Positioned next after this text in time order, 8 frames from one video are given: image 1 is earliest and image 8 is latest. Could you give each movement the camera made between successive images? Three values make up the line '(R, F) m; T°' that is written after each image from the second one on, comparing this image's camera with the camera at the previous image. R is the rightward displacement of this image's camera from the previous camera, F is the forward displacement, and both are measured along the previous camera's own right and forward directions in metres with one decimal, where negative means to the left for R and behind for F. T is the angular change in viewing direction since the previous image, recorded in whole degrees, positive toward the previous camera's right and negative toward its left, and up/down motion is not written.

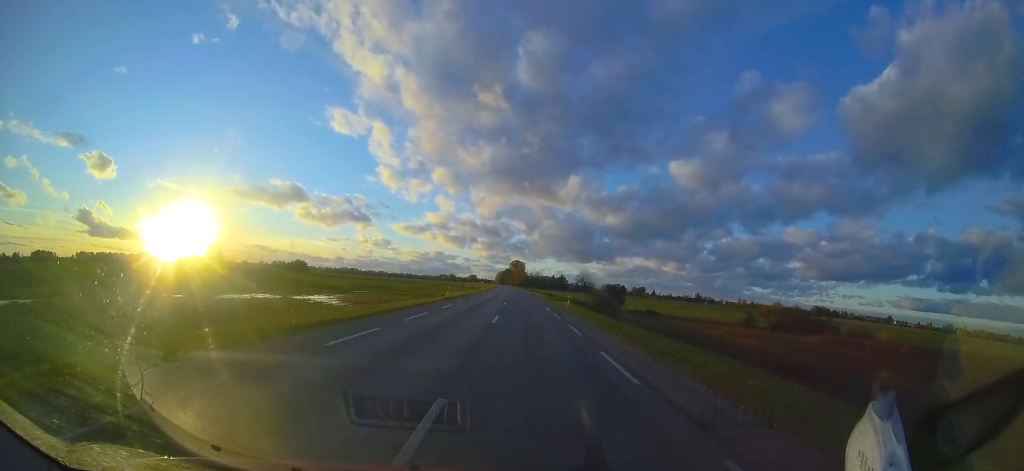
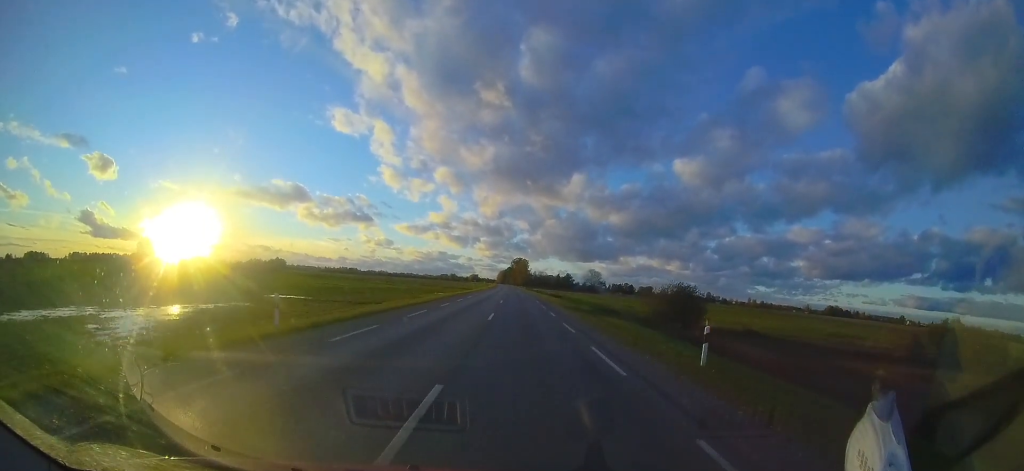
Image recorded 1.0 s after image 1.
(-0.2, +23.5) m; -1°
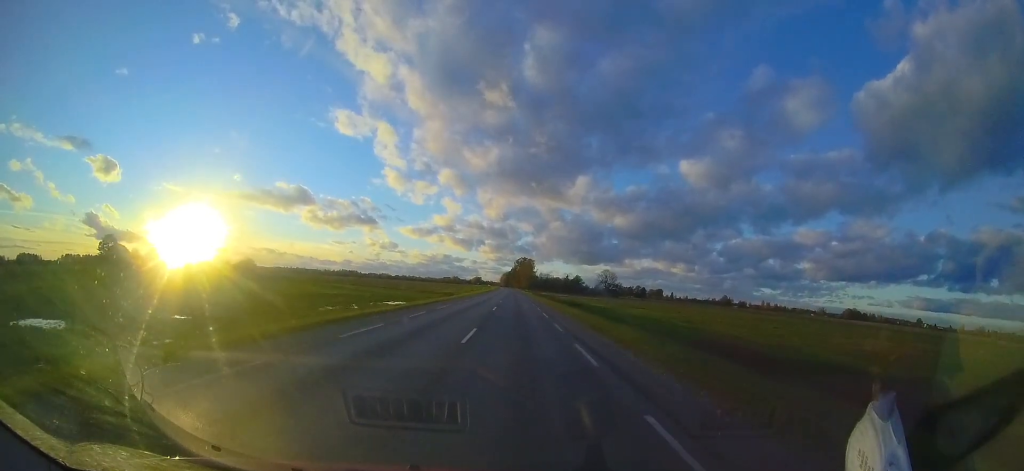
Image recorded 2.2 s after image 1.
(-0.1, +28.7) m; 0°
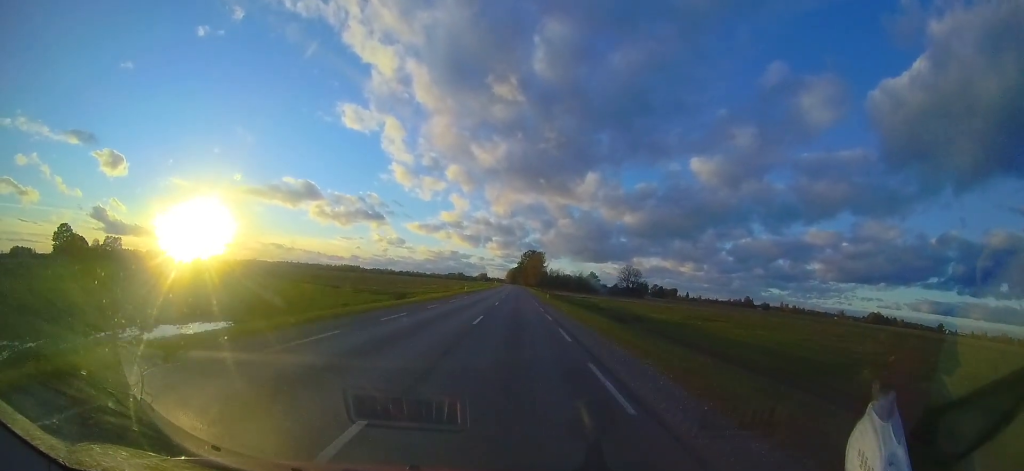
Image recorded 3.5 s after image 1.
(-0.2, +33.3) m; -2°
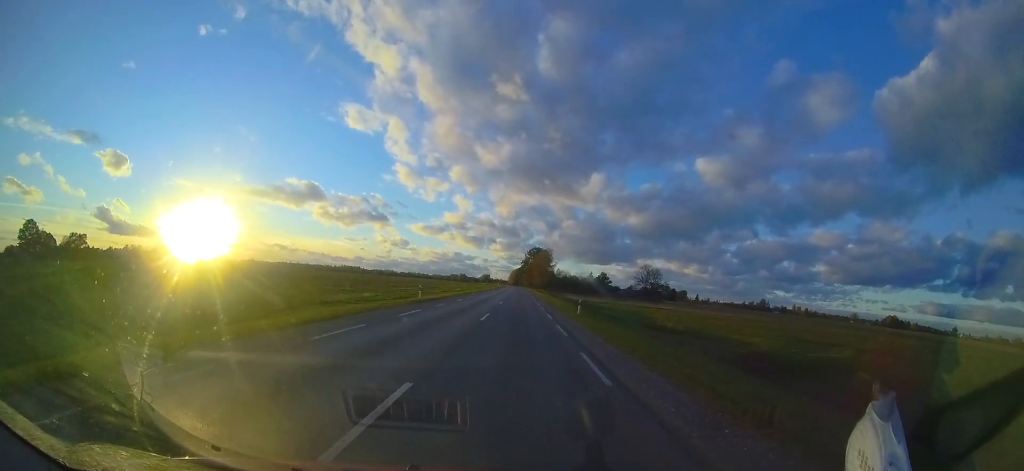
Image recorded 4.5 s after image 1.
(-0.5, +22.2) m; 0°
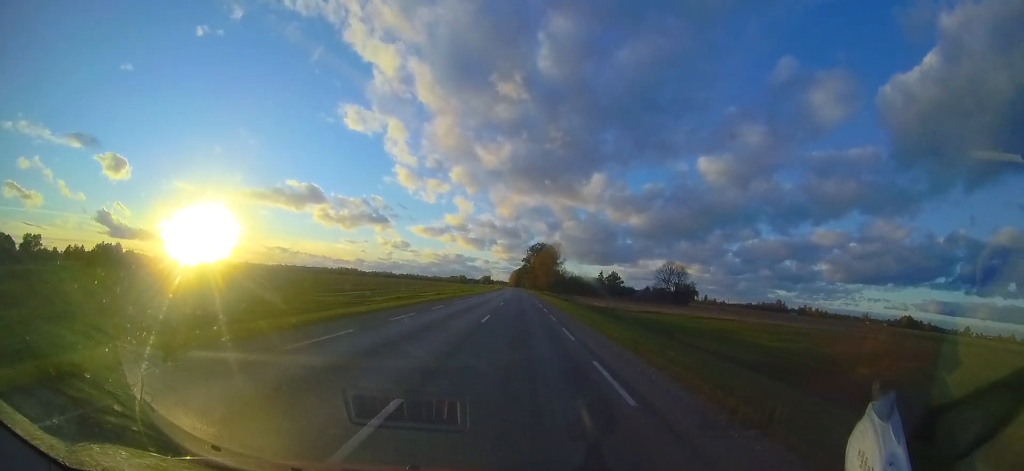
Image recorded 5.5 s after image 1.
(+0.4, +24.2) m; +1°
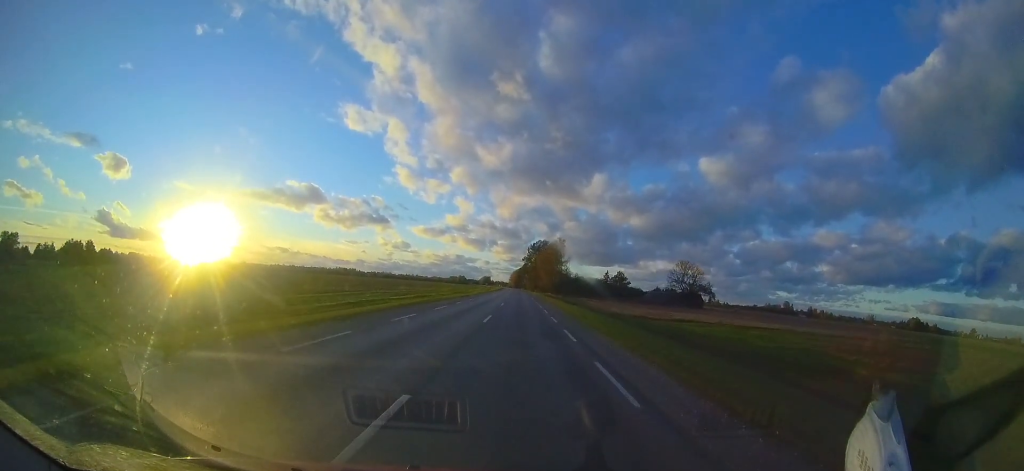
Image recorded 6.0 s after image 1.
(0.0, +12.4) m; -1°
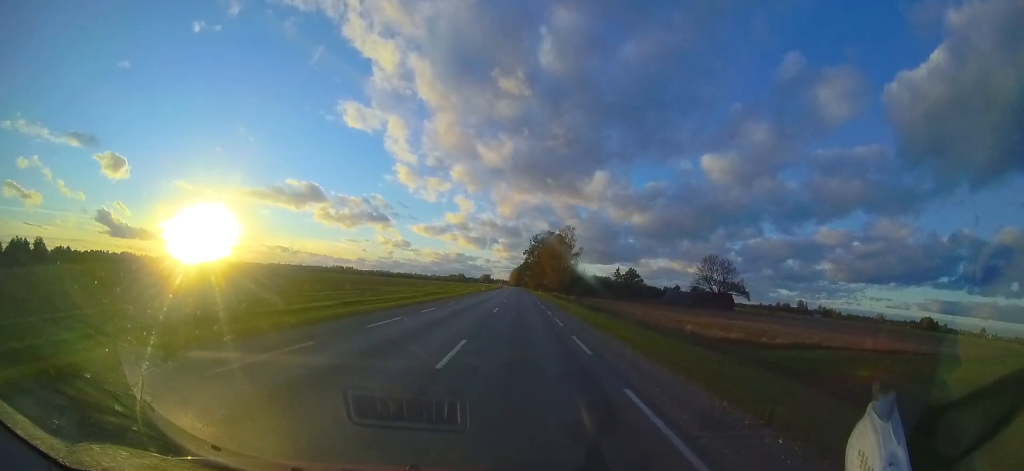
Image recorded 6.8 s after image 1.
(-0.2, +20.1) m; -1°
